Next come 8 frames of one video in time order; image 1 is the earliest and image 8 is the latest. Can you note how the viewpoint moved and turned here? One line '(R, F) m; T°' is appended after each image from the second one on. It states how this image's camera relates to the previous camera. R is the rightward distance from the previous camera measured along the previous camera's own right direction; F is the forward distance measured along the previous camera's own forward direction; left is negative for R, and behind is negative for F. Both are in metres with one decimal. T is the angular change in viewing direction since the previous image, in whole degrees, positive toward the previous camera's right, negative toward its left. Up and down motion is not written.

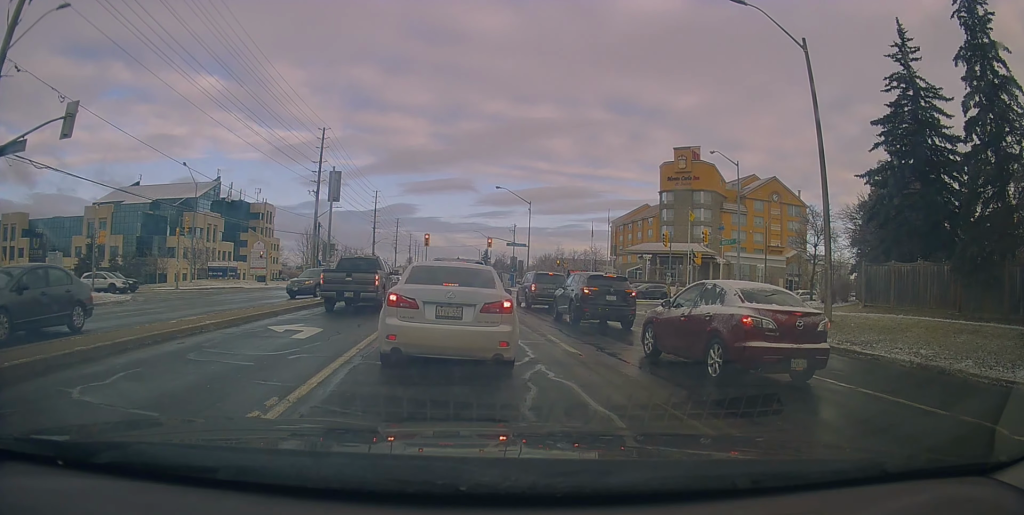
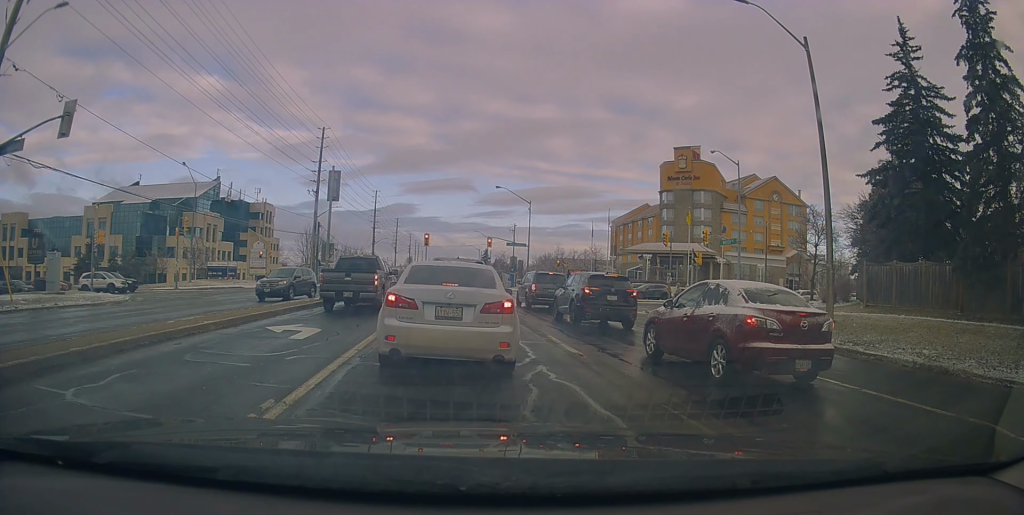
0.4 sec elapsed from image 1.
(0.0, +0.3) m; 0°
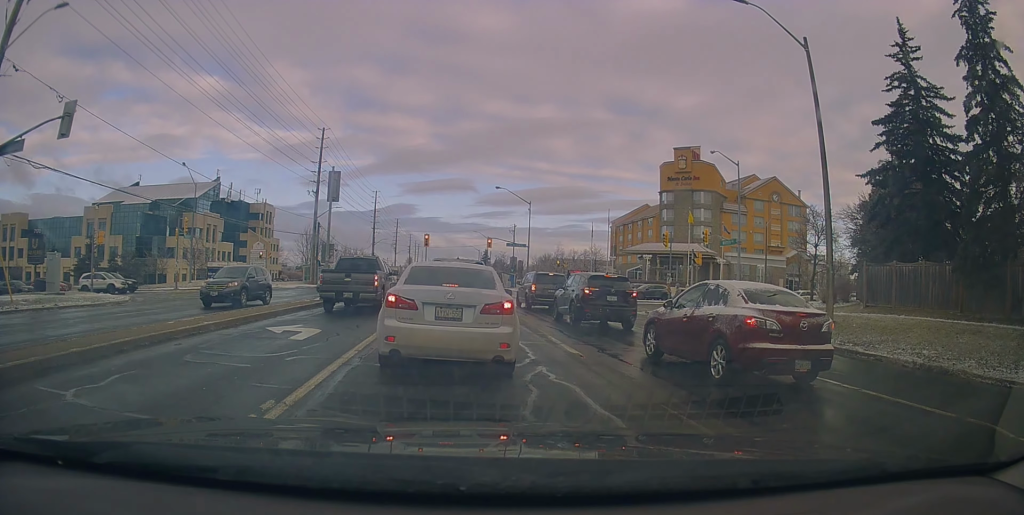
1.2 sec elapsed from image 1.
(0.0, +0.2) m; 0°
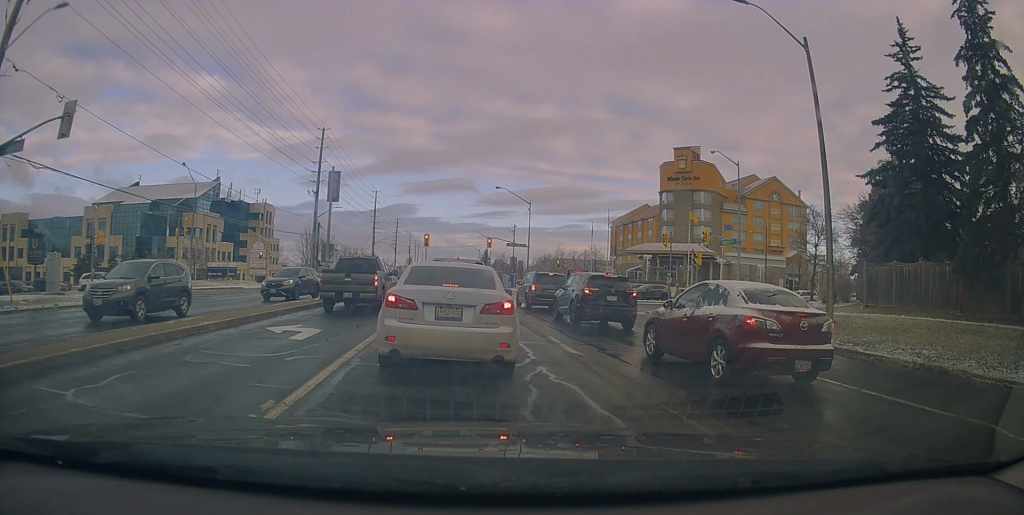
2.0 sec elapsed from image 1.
(0.0, 0.0) m; 0°
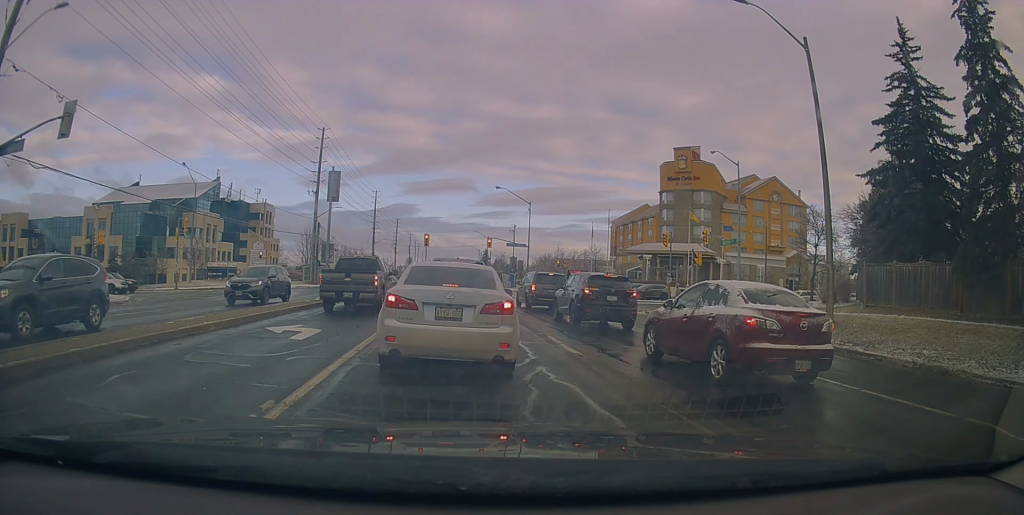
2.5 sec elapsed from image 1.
(0.0, 0.0) m; 0°
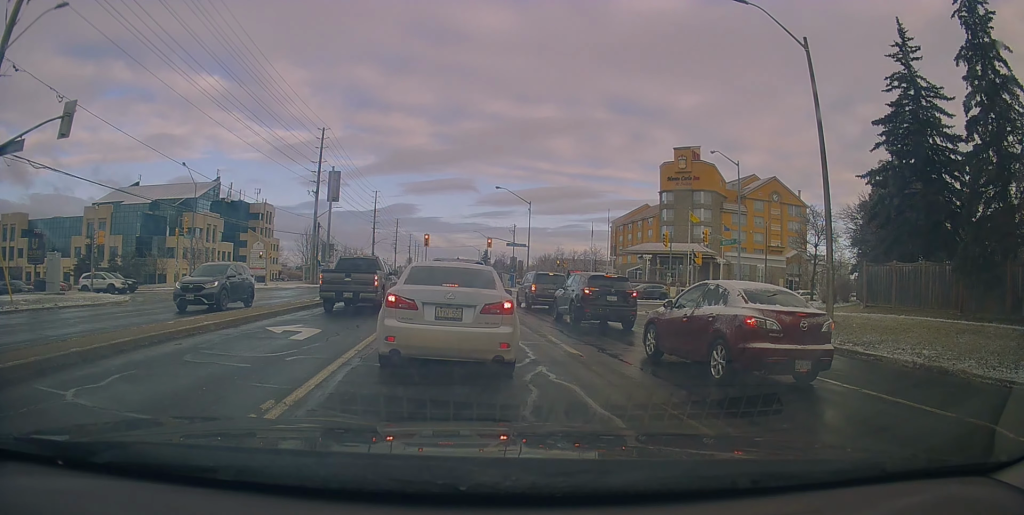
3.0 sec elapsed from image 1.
(0.0, 0.0) m; 0°
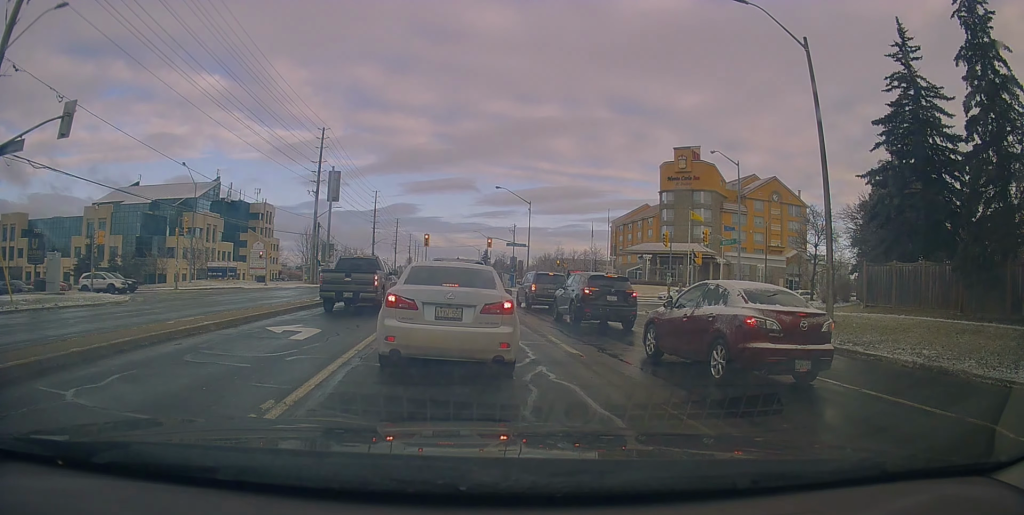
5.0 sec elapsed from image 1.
(0.0, 0.0) m; 0°
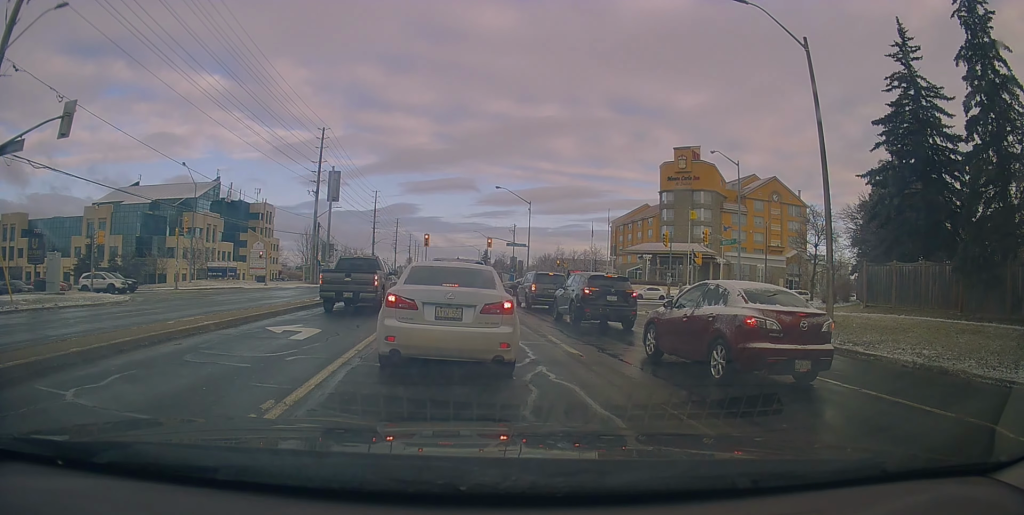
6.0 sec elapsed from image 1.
(0.0, 0.0) m; 0°
